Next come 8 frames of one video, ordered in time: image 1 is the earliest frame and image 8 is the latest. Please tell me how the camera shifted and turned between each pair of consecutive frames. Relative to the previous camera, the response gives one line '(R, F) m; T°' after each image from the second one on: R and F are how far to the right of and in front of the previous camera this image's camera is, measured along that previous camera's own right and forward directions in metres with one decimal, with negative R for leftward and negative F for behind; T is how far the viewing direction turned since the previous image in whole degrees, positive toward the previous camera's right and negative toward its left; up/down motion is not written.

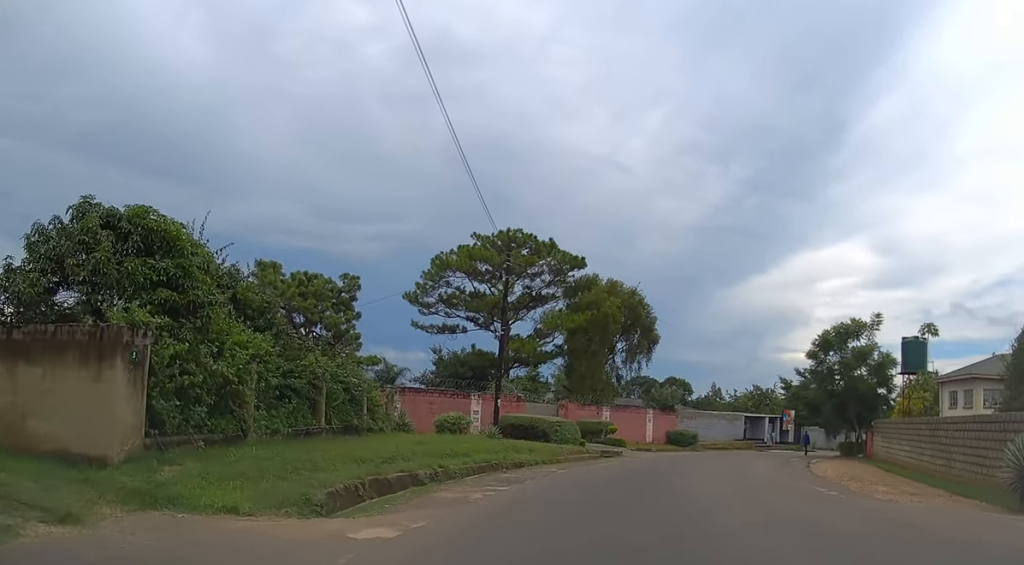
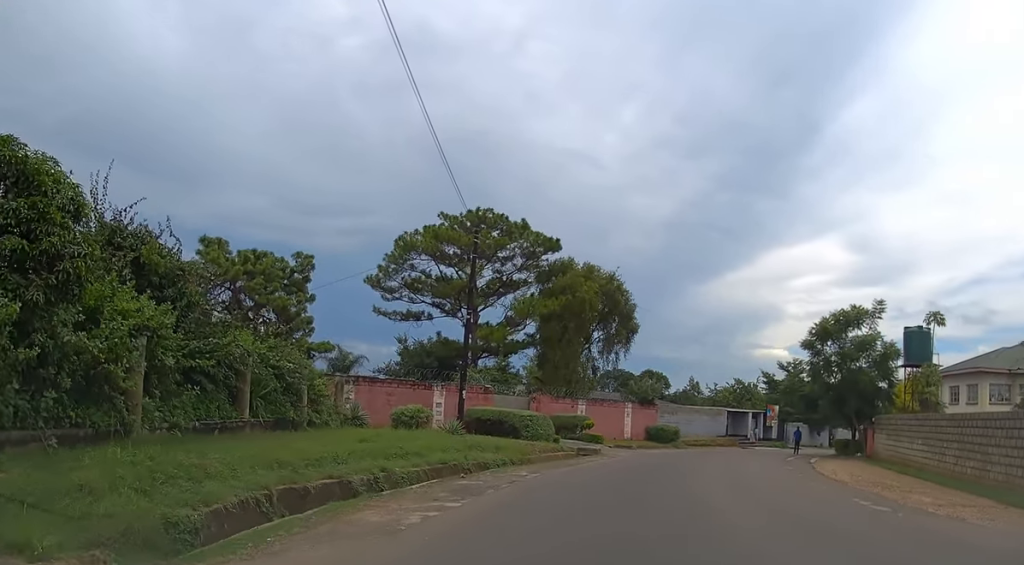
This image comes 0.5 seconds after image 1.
(0.0, +3.7) m; +2°
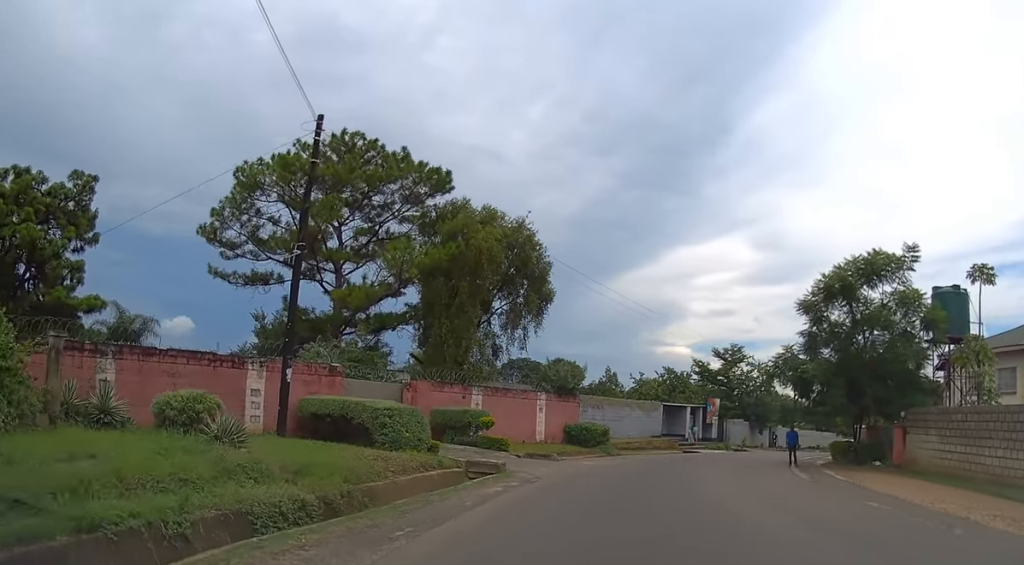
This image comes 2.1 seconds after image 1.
(+0.7, +12.8) m; +7°
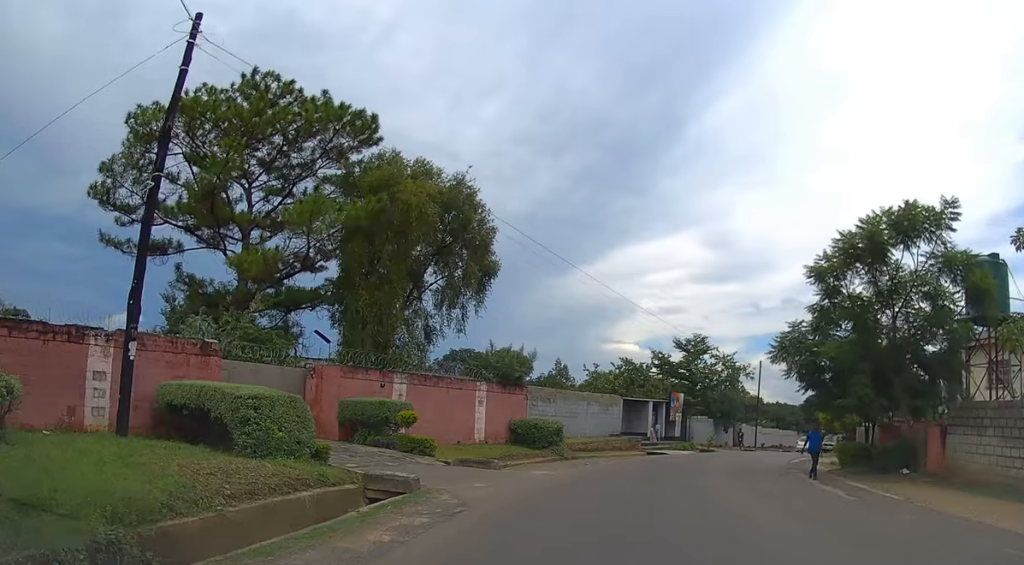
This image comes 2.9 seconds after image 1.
(+0.2, +6.3) m; +5°
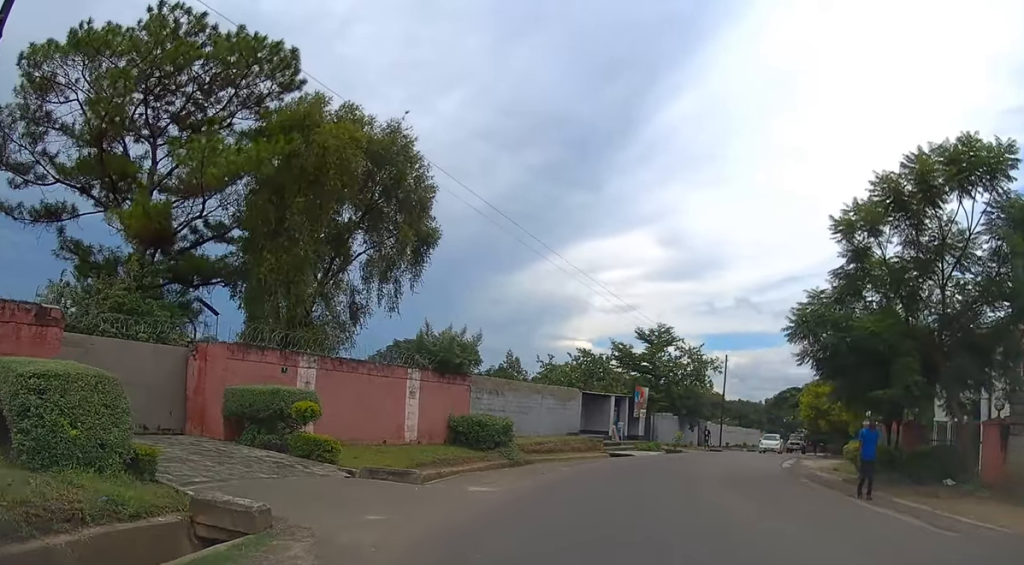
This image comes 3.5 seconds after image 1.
(+0.2, +5.3) m; +4°
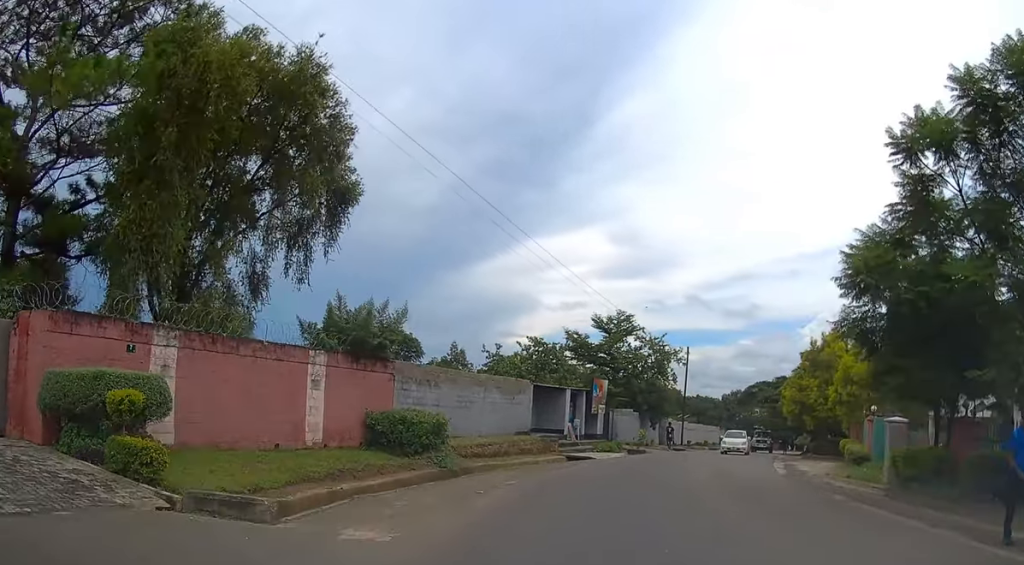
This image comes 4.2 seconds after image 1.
(+0.2, +5.5) m; +3°
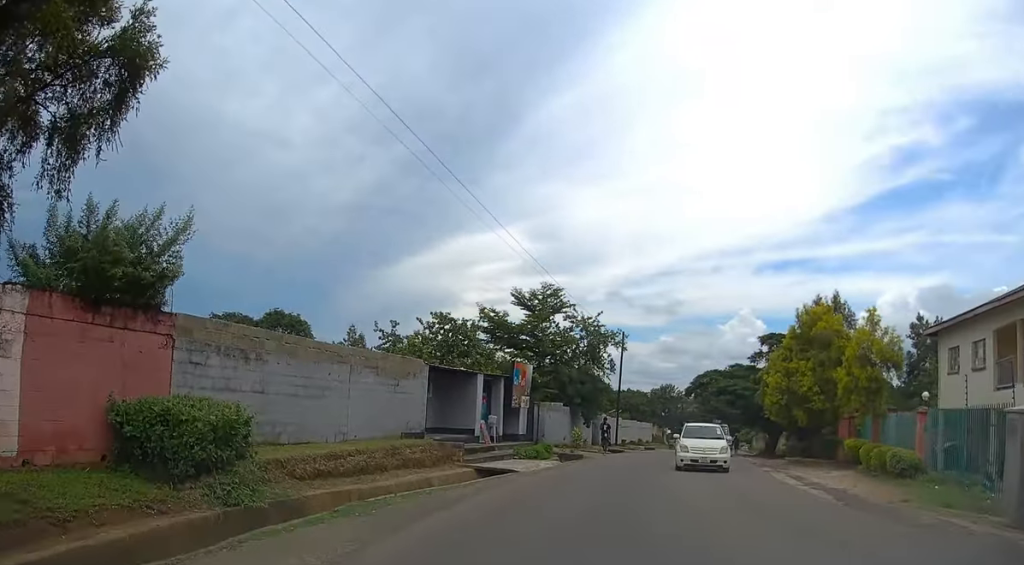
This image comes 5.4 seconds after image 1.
(+0.5, +9.5) m; +6°
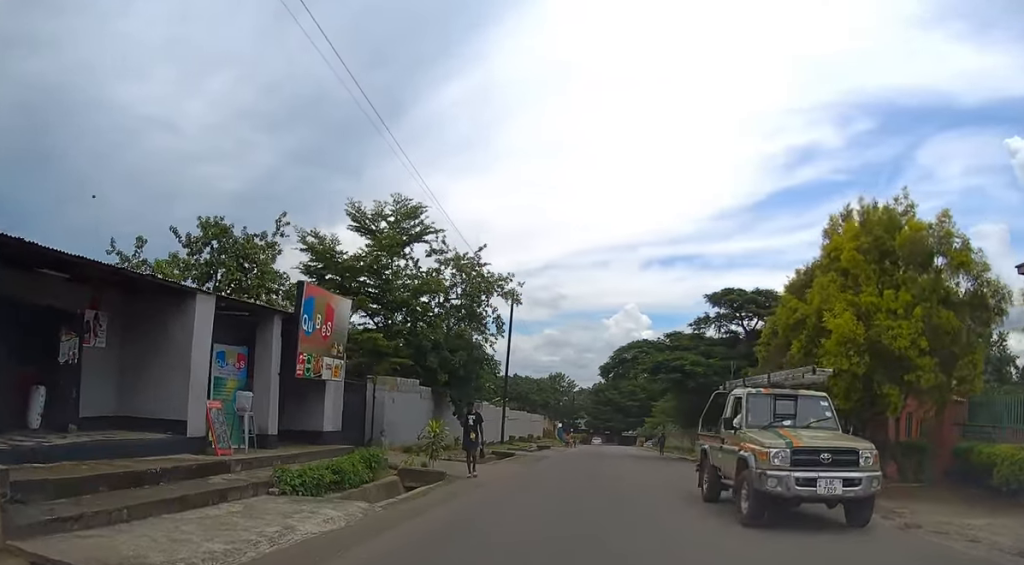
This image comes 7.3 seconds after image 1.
(+1.6, +15.8) m; +10°
